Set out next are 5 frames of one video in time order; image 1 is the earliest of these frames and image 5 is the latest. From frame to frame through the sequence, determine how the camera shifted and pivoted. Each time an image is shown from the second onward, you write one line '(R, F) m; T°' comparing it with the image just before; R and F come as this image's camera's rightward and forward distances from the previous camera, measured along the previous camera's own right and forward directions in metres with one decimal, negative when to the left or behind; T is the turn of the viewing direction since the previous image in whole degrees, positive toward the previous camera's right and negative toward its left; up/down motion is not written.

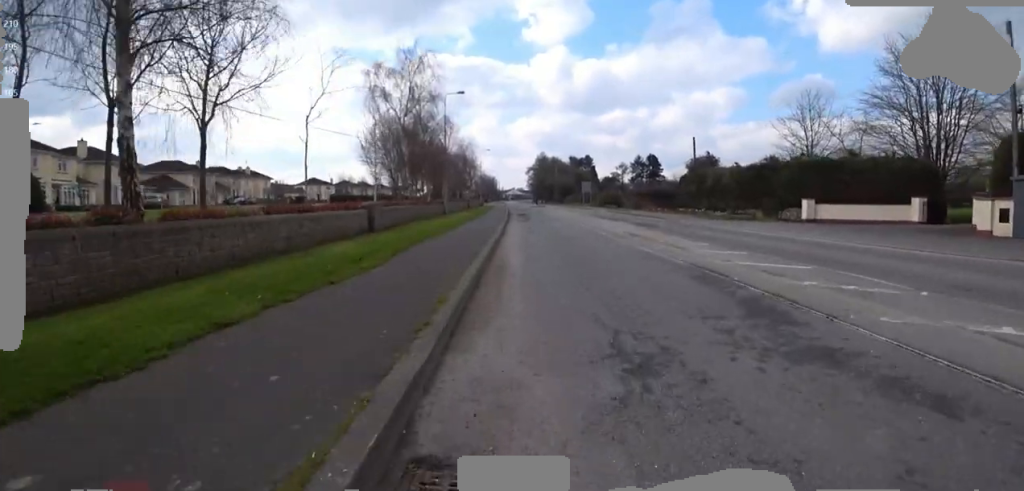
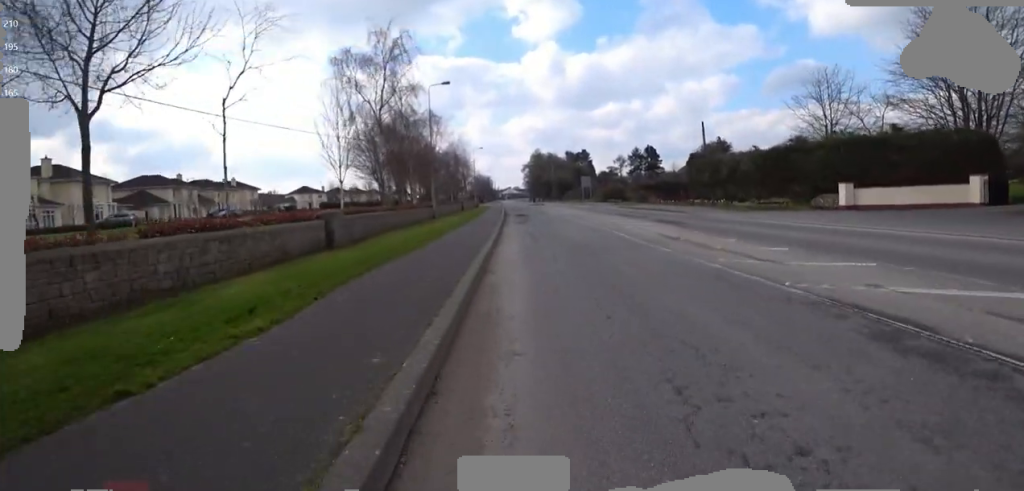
(-0.4, +3.4) m; 0°
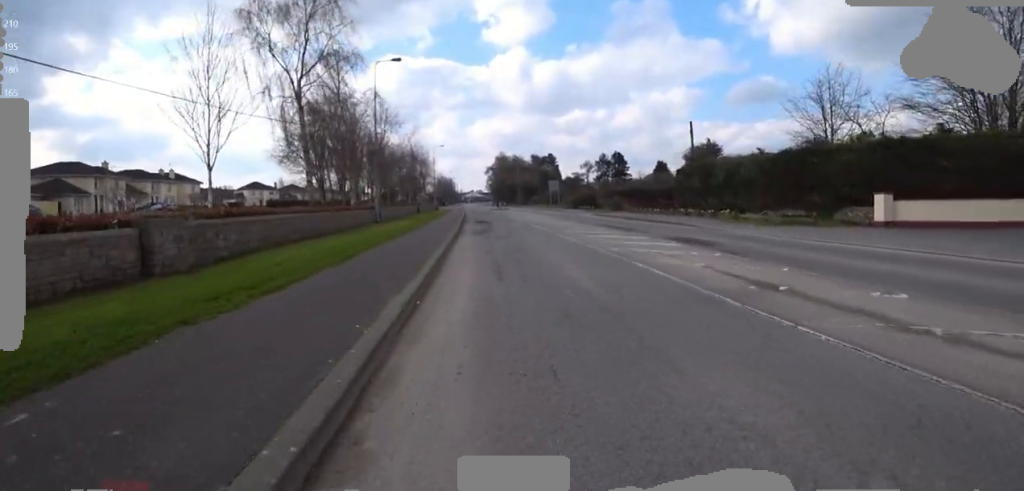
(0.0, +5.3) m; -3°
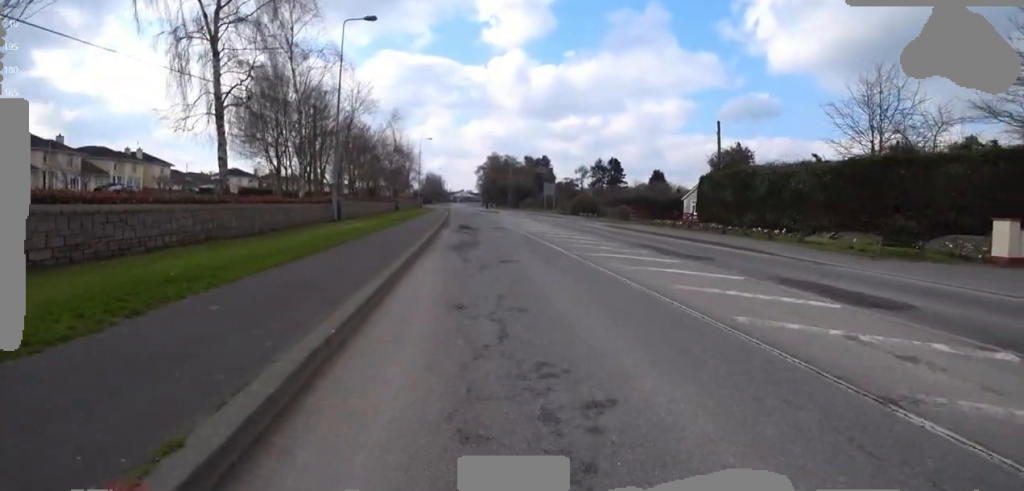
(-0.1, +5.2) m; -4°
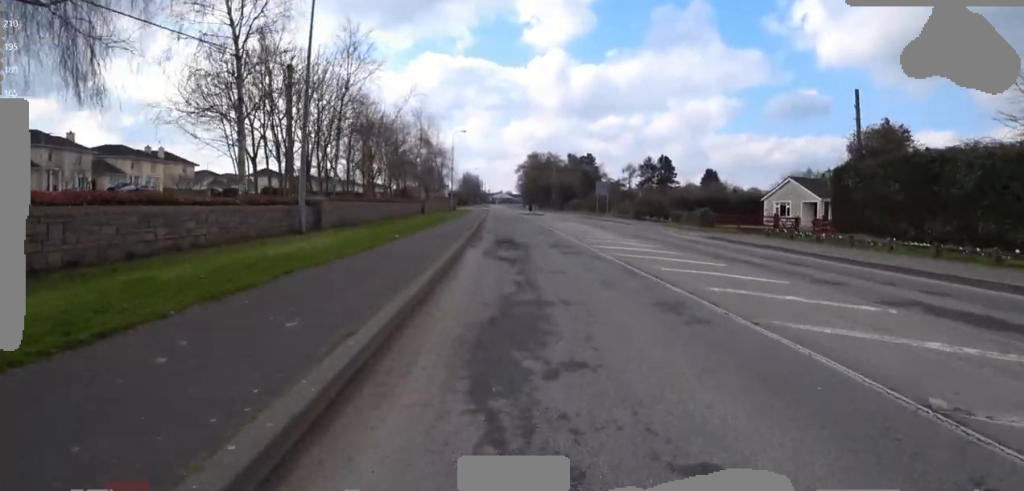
(+0.2, +7.8) m; -1°
